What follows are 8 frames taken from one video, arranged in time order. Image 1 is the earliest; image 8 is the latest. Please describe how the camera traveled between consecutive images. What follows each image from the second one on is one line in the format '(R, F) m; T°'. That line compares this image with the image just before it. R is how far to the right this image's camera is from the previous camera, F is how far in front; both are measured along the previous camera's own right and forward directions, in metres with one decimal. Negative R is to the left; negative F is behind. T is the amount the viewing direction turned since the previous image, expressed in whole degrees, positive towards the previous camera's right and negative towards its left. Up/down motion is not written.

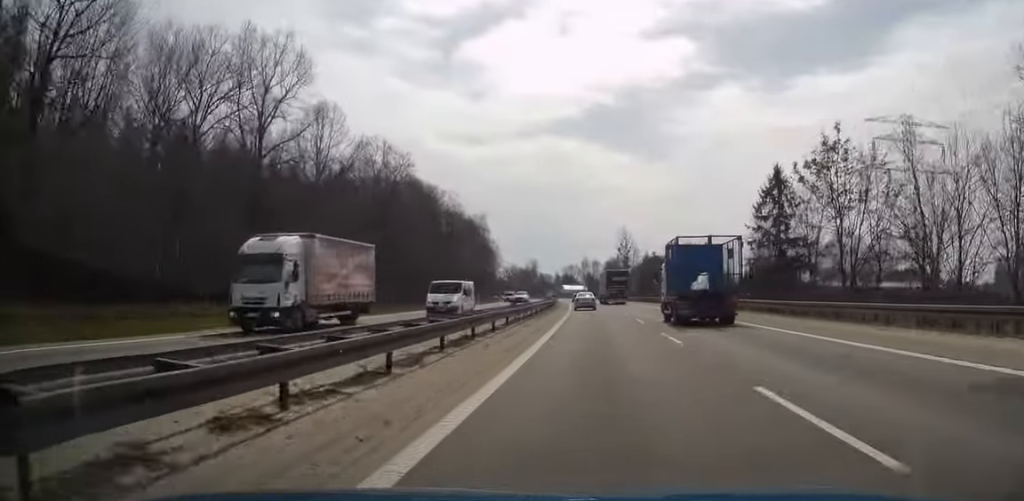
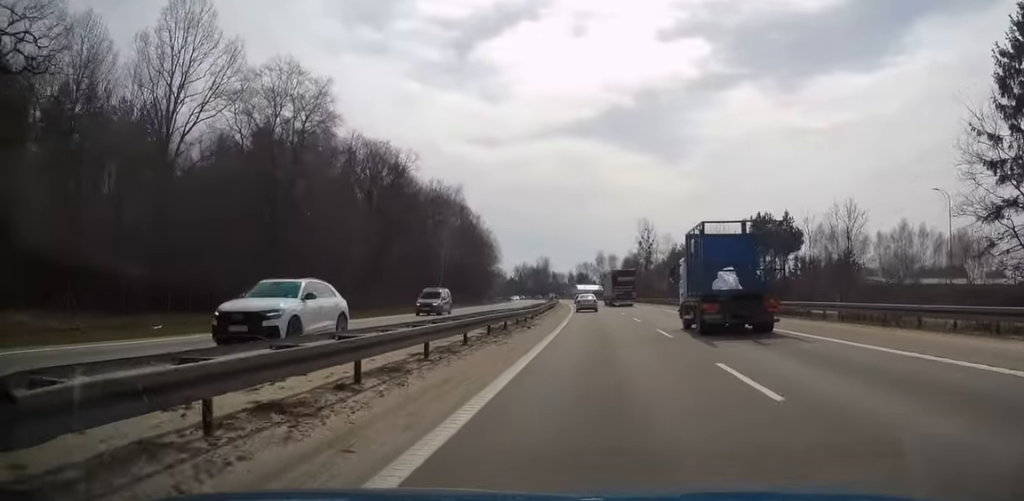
(-0.4, +33.7) m; -1°
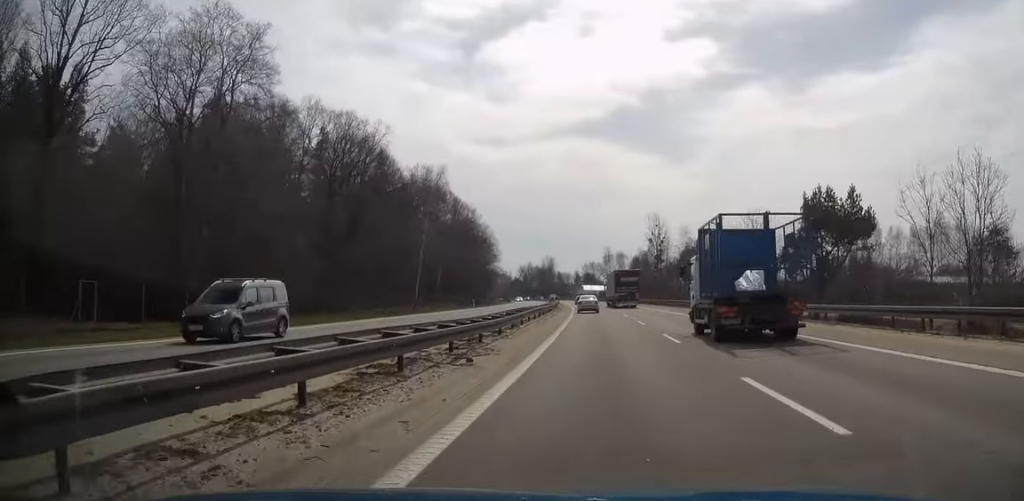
(0.0, +14.1) m; -1°
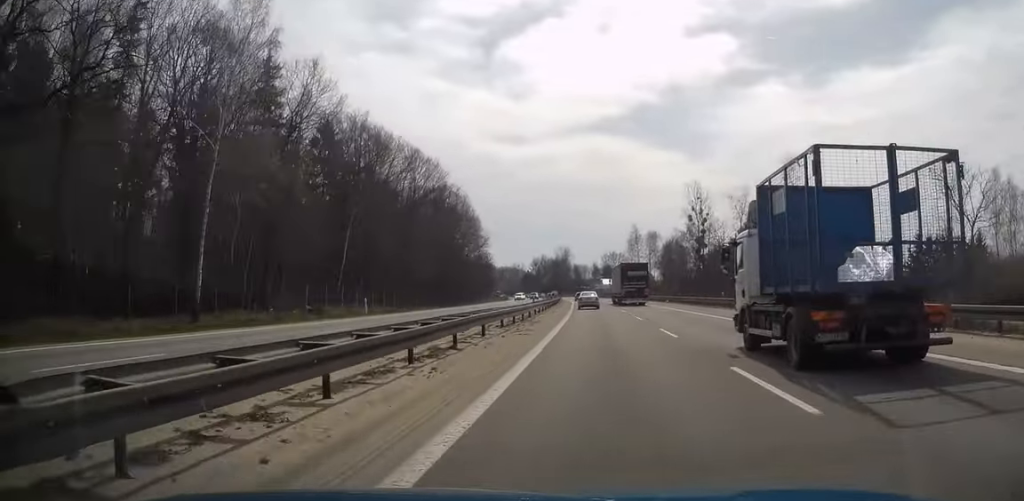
(-0.7, +47.4) m; -2°
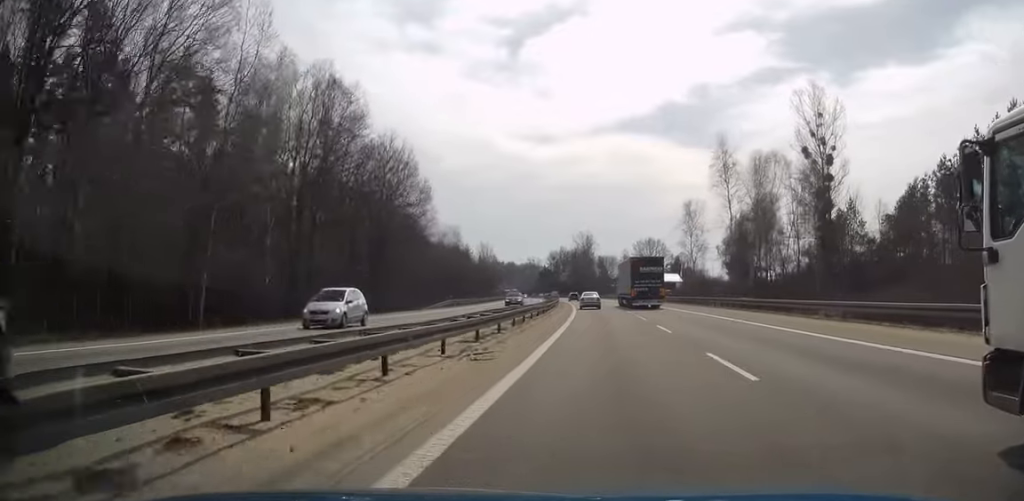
(-1.6, +69.5) m; -2°
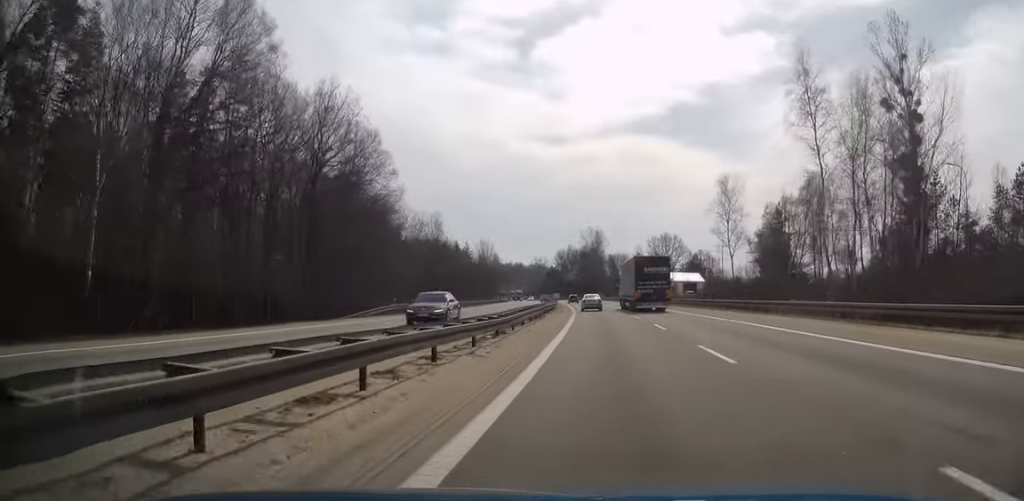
(-0.2, +21.6) m; -1°
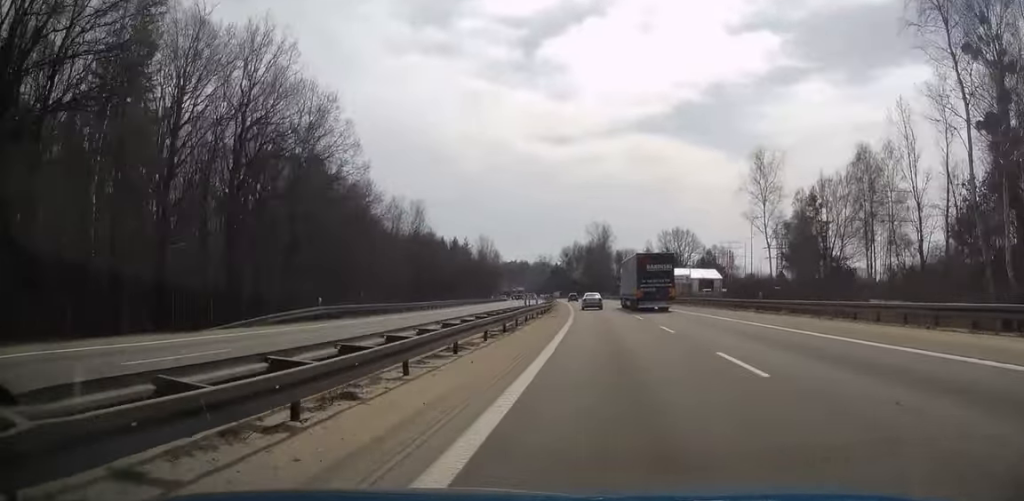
(-0.1, +14.4) m; -1°
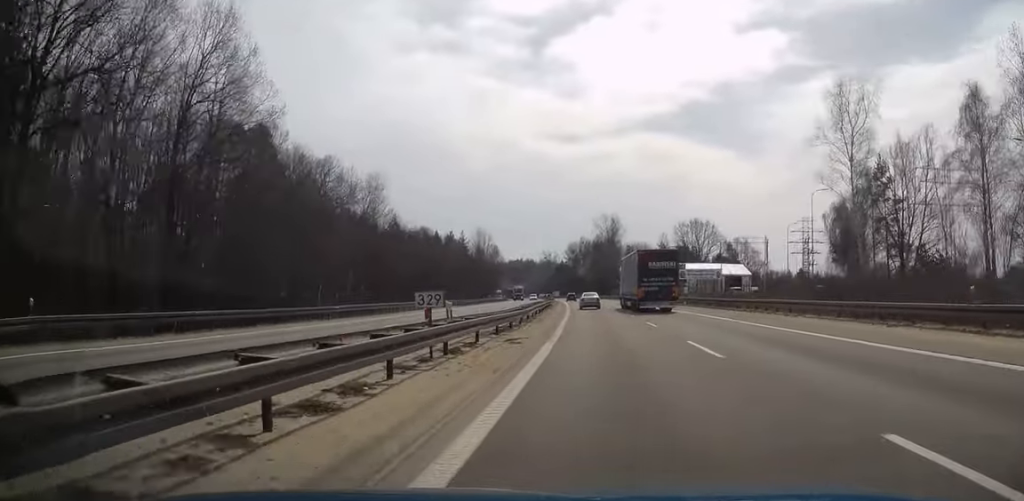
(0.0, +20.6) m; -1°
